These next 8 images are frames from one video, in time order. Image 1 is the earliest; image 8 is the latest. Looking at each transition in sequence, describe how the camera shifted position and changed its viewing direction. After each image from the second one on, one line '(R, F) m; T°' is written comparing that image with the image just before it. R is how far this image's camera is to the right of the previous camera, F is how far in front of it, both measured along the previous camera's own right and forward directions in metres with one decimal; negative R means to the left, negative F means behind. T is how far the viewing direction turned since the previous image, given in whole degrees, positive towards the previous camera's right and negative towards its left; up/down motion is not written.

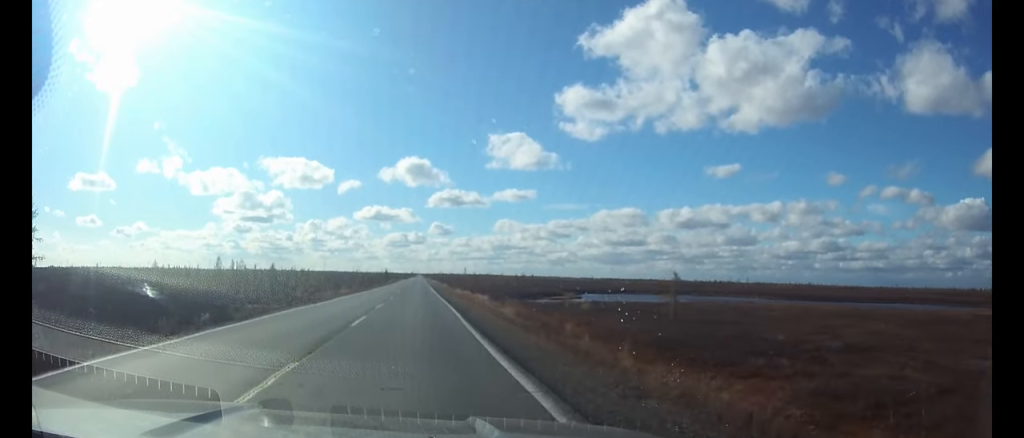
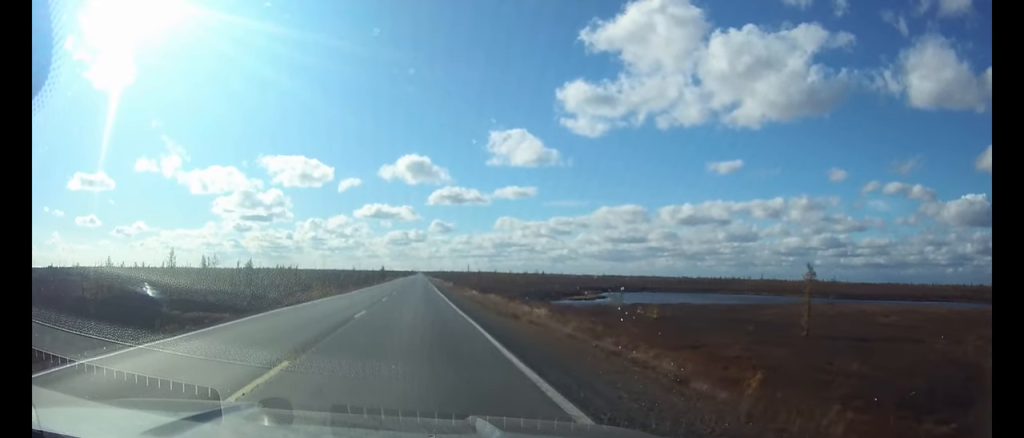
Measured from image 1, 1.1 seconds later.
(0.0, +23.9) m; 0°
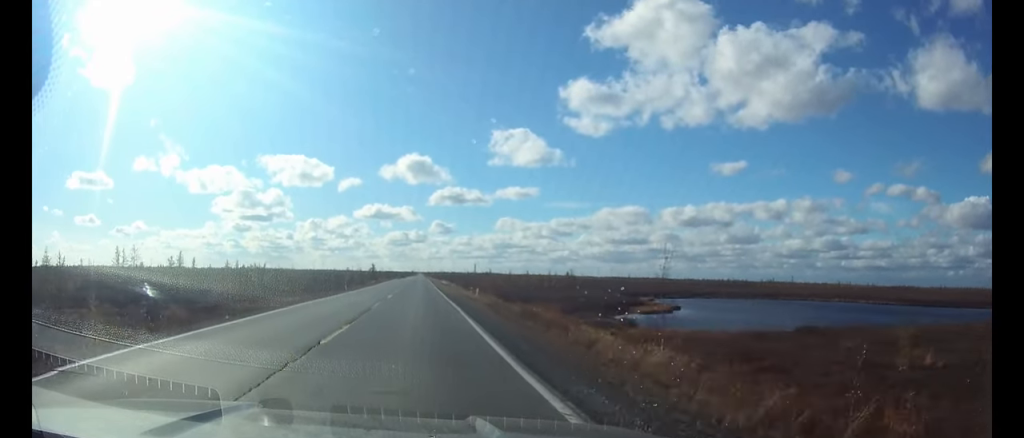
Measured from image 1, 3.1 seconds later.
(0.0, +43.3) m; 0°
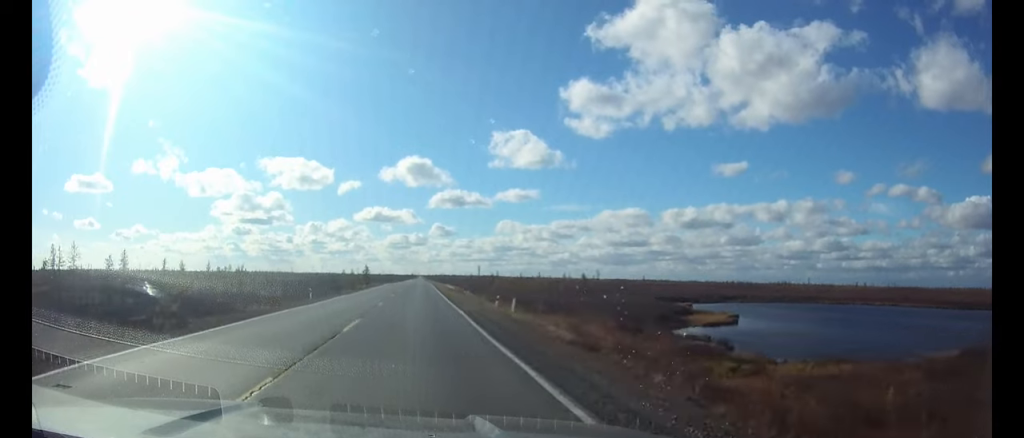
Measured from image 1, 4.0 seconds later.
(0.0, +20.8) m; 0°
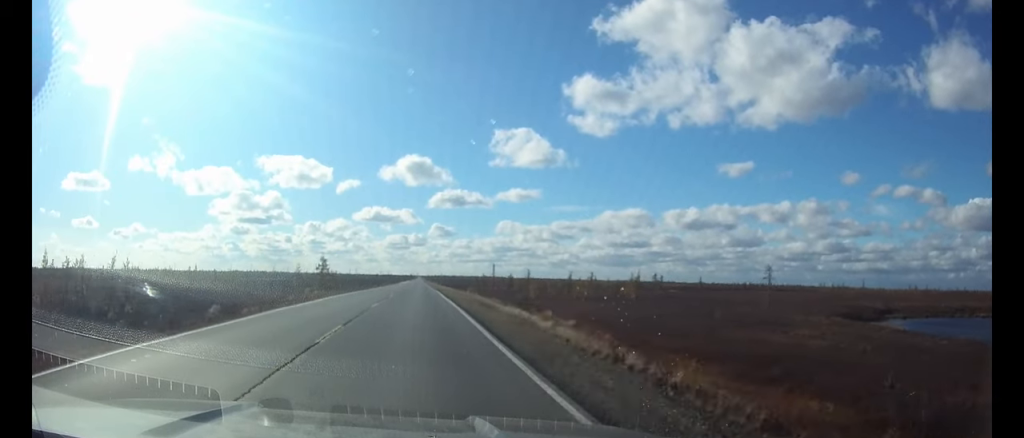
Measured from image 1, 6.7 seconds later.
(+0.1, +64.7) m; 0°
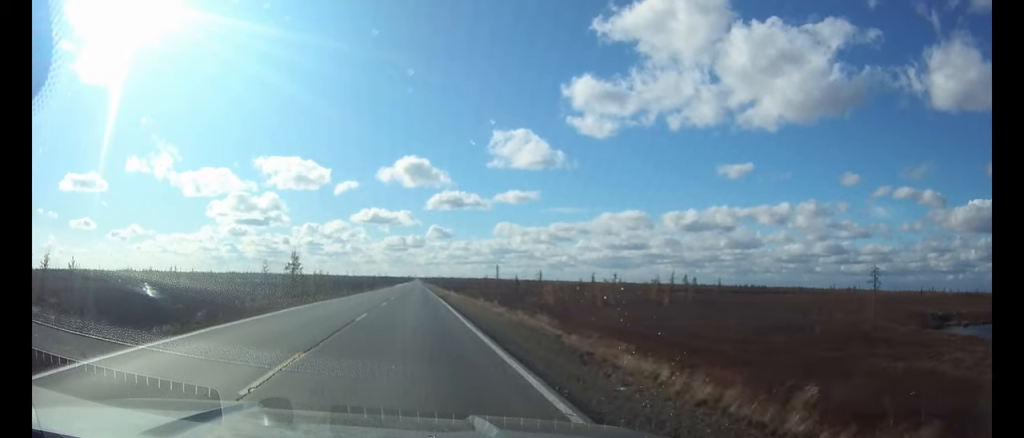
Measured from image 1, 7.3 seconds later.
(0.0, +17.1) m; 0°
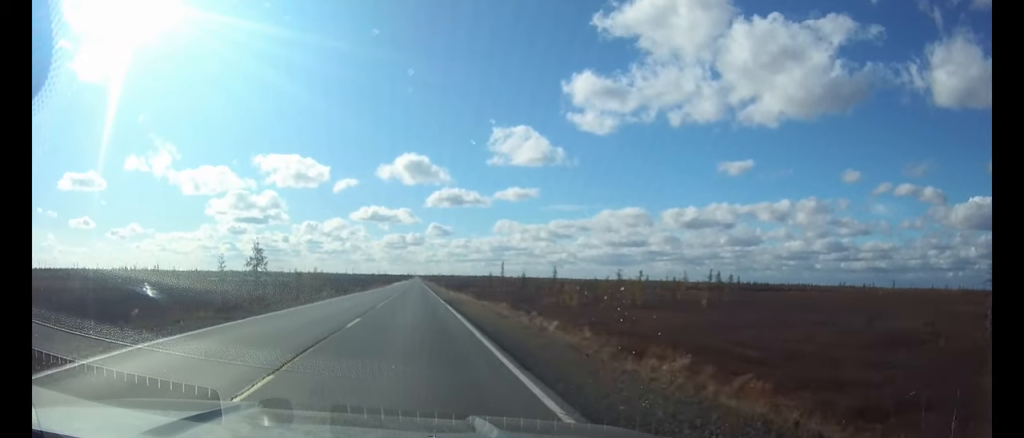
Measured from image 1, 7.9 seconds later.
(0.0, +14.9) m; 0°
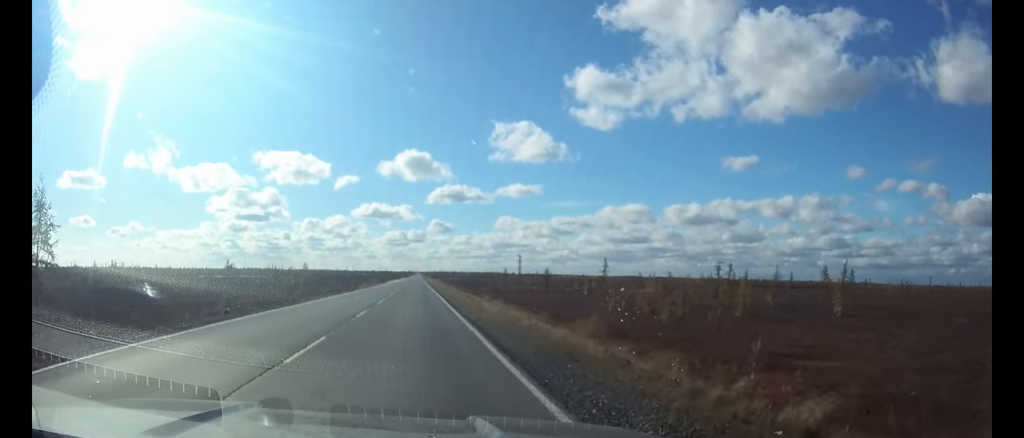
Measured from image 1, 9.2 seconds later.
(0.0, +32.6) m; 0°
